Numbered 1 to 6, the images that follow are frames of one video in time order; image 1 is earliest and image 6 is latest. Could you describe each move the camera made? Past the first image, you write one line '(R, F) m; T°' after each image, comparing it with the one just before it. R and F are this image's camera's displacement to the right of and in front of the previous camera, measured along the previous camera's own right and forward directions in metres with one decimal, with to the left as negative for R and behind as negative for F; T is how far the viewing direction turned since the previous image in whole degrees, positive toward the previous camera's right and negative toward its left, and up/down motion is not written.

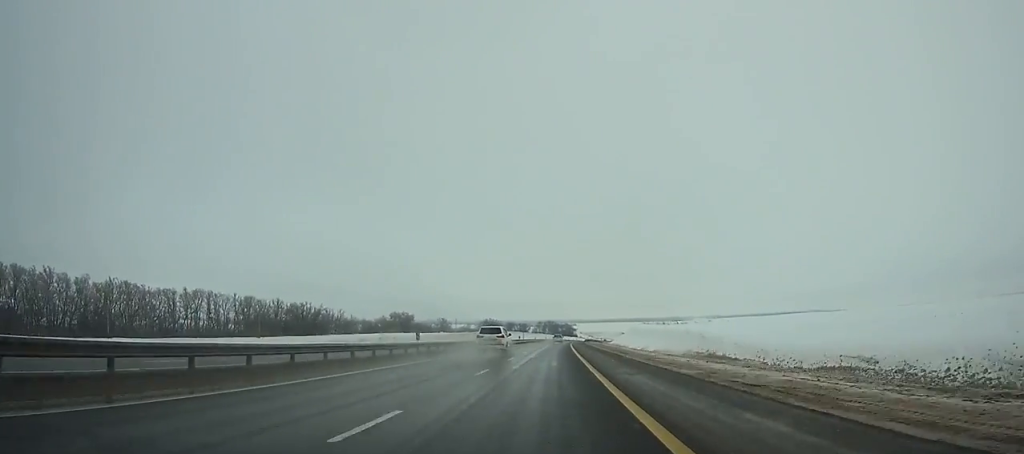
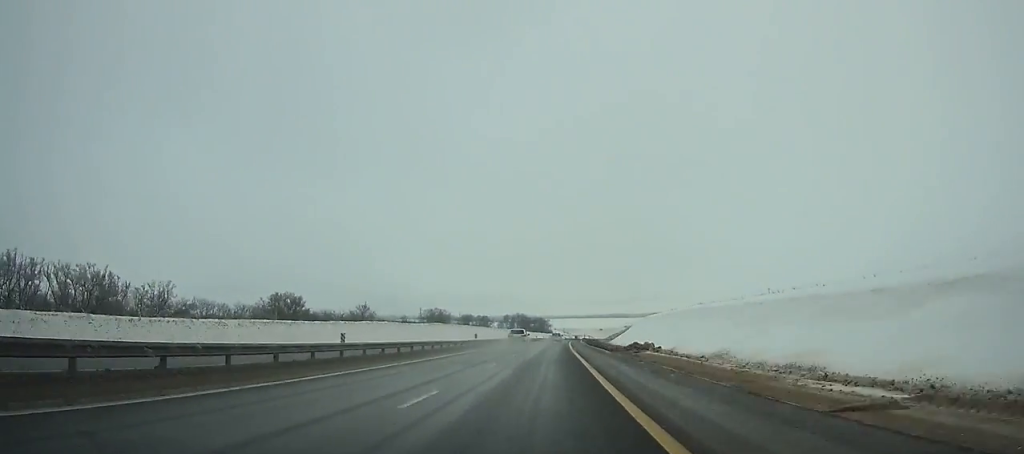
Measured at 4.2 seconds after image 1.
(+2.6, +128.5) m; +2°
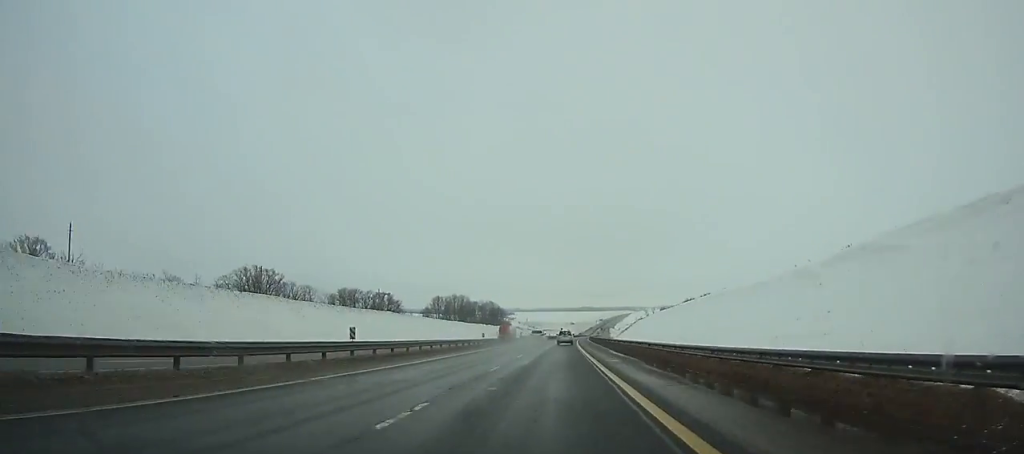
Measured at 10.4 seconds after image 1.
(+5.1, +192.0) m; +3°
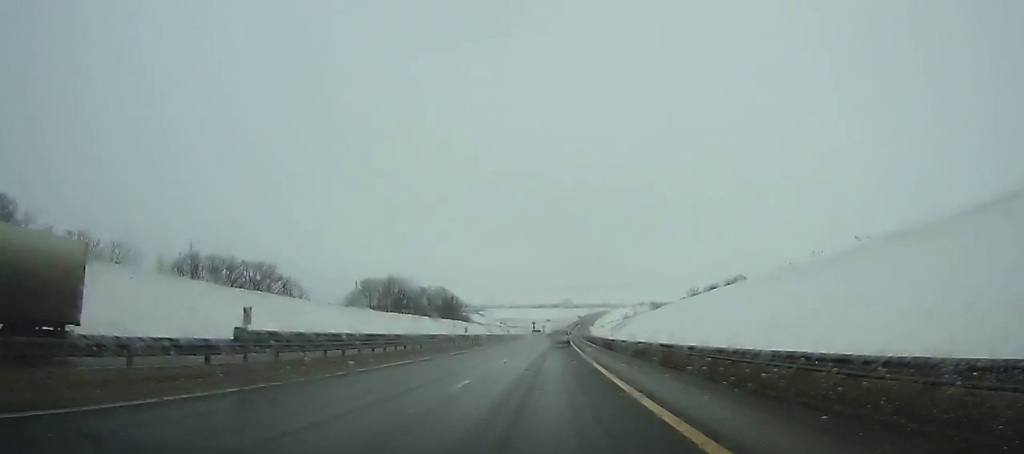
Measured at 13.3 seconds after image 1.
(+1.7, +87.4) m; +2°
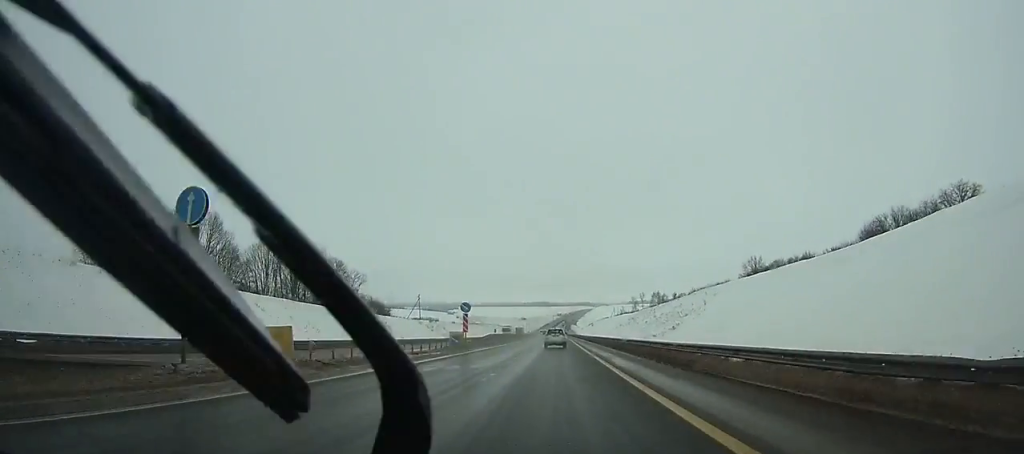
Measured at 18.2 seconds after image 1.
(+2.8, +140.5) m; +2°
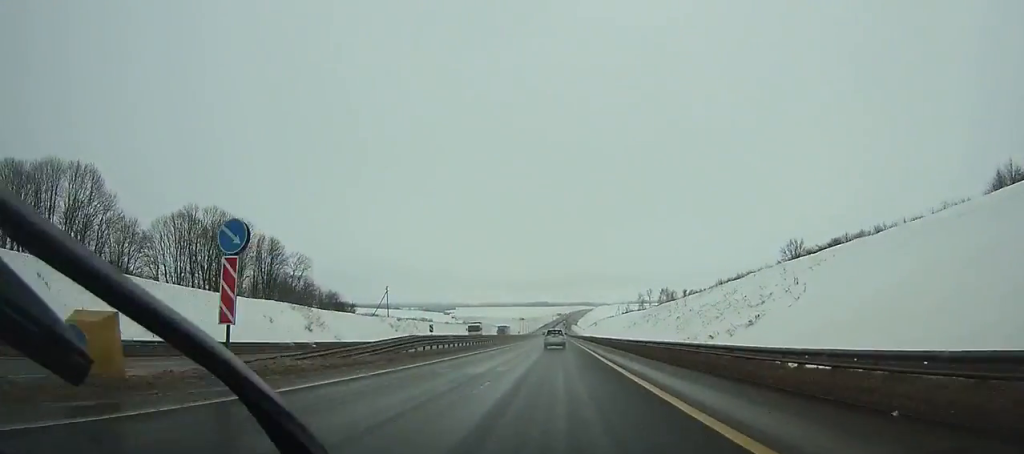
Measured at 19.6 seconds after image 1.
(+0.2, +38.8) m; 0°
